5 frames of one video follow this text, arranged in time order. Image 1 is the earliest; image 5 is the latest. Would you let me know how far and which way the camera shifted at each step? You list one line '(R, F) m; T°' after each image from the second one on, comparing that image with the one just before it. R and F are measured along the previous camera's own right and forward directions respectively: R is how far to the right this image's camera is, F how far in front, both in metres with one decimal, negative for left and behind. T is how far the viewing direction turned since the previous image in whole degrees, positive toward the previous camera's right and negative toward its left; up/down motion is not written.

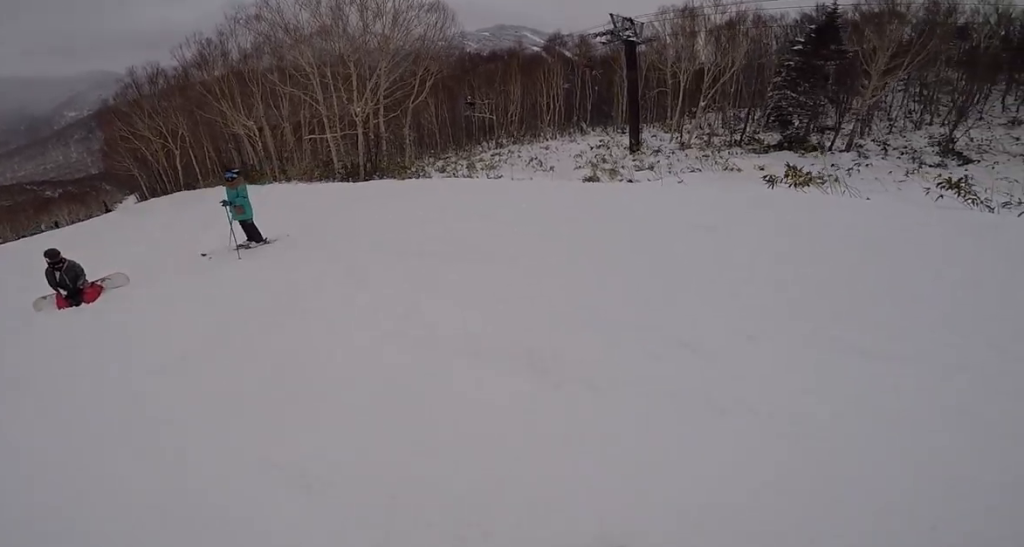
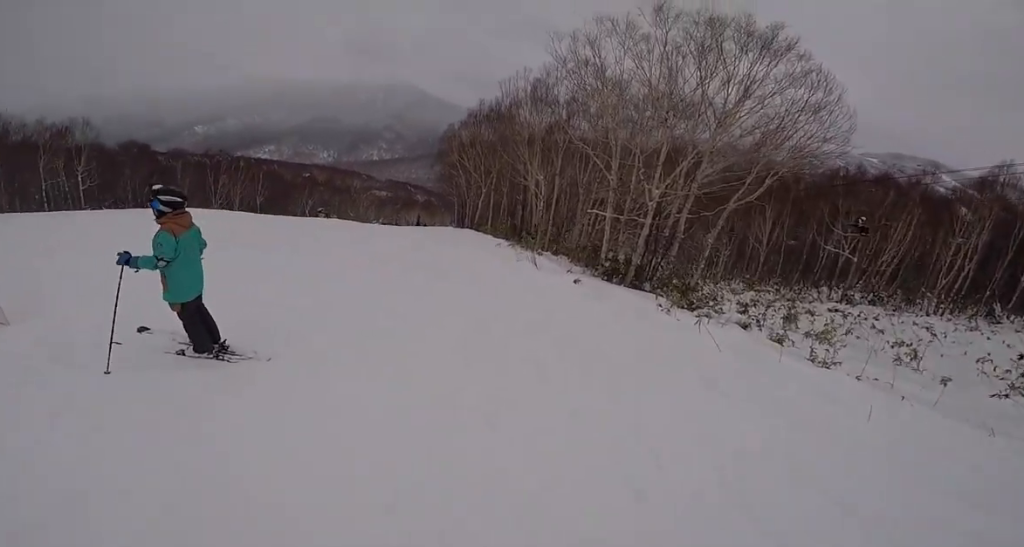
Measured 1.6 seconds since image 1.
(-2.7, +4.3) m; -61°
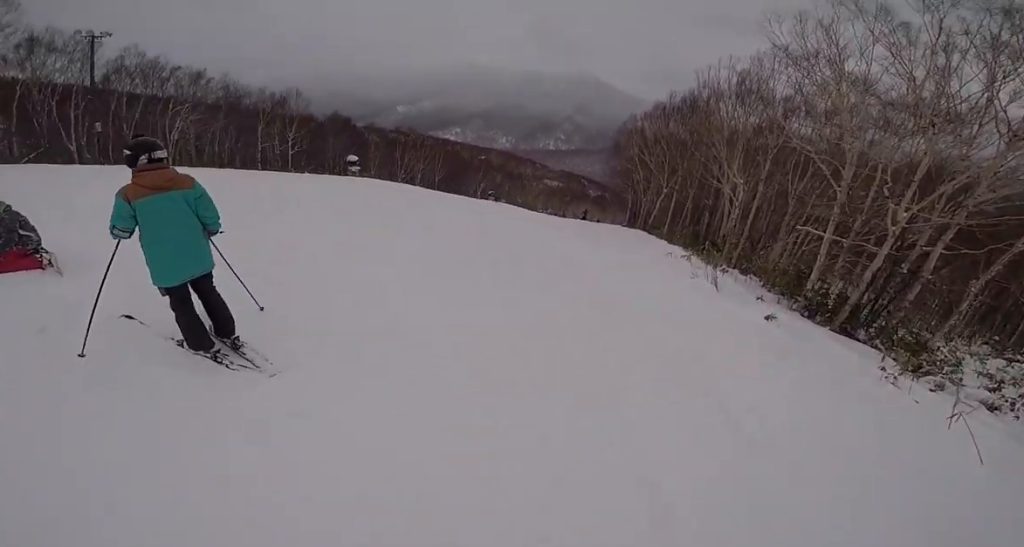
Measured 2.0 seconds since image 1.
(-0.1, +1.8) m; -2°
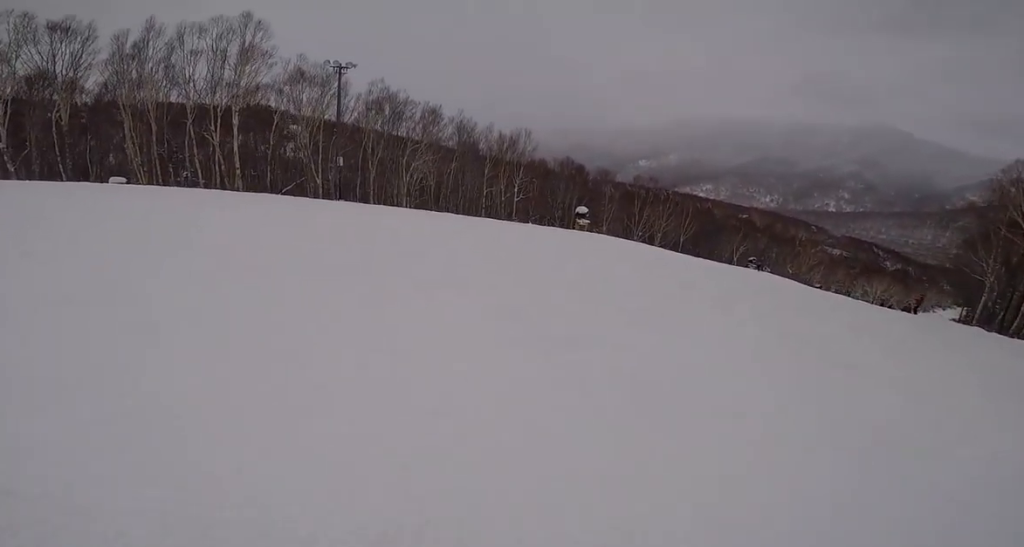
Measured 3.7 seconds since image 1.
(-0.8, +7.3) m; -18°
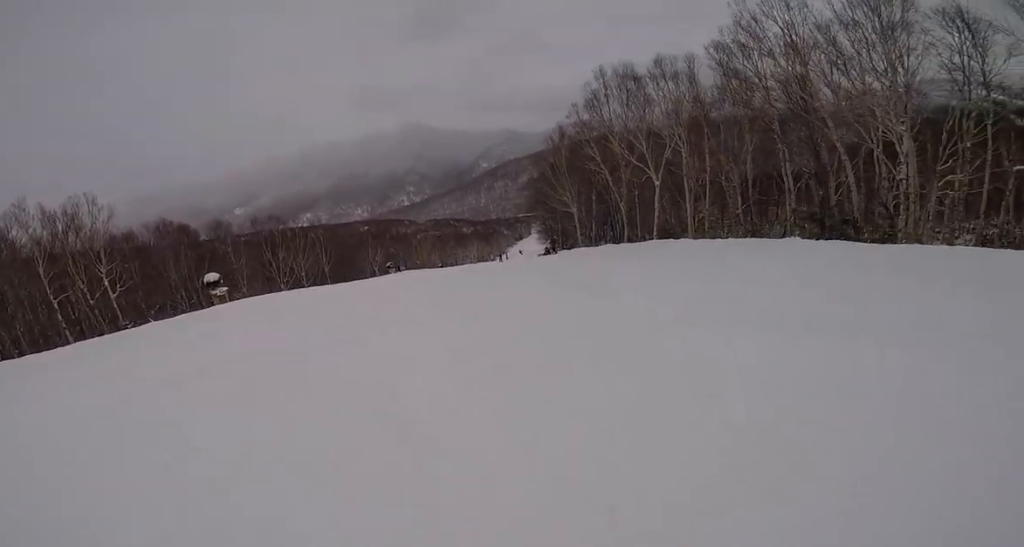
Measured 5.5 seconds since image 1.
(+0.3, +7.5) m; +35°
